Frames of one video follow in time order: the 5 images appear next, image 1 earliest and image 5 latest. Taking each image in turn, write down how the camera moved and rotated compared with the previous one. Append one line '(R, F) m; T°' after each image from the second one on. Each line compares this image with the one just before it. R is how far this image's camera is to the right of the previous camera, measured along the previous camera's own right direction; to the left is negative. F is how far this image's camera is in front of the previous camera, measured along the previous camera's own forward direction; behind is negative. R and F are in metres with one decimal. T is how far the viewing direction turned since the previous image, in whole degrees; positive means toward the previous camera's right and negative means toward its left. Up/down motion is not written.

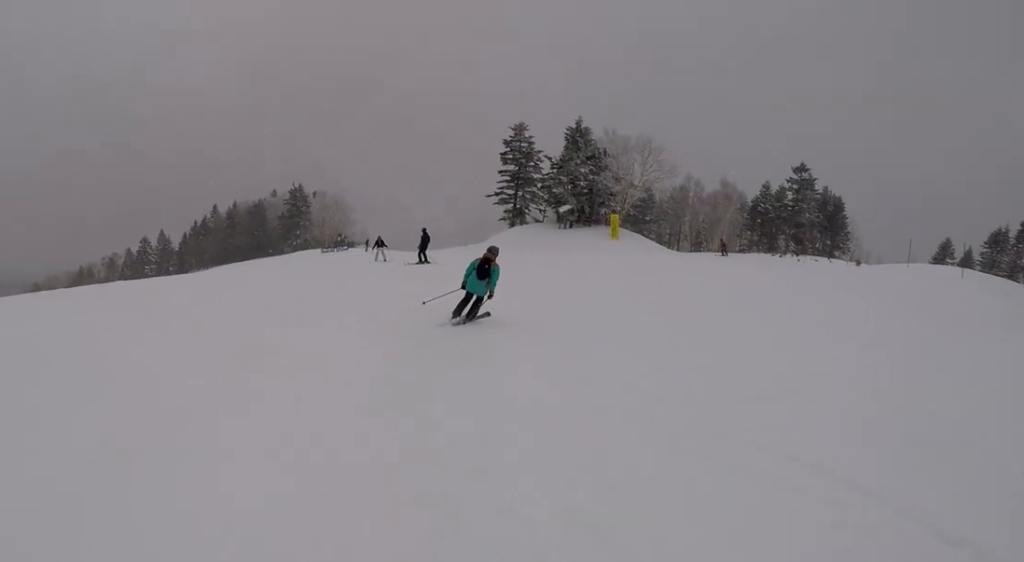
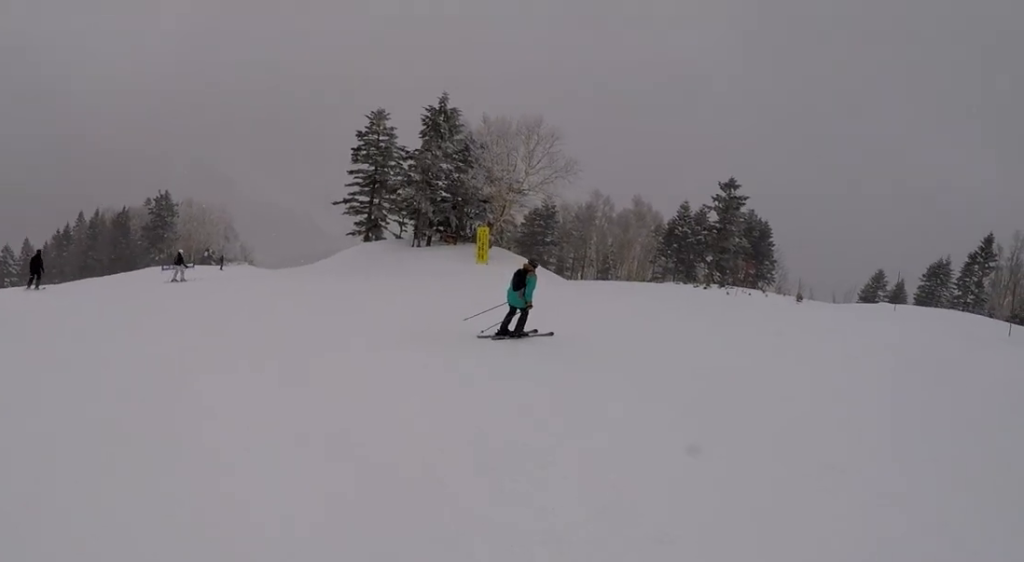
(+4.5, +11.8) m; +23°
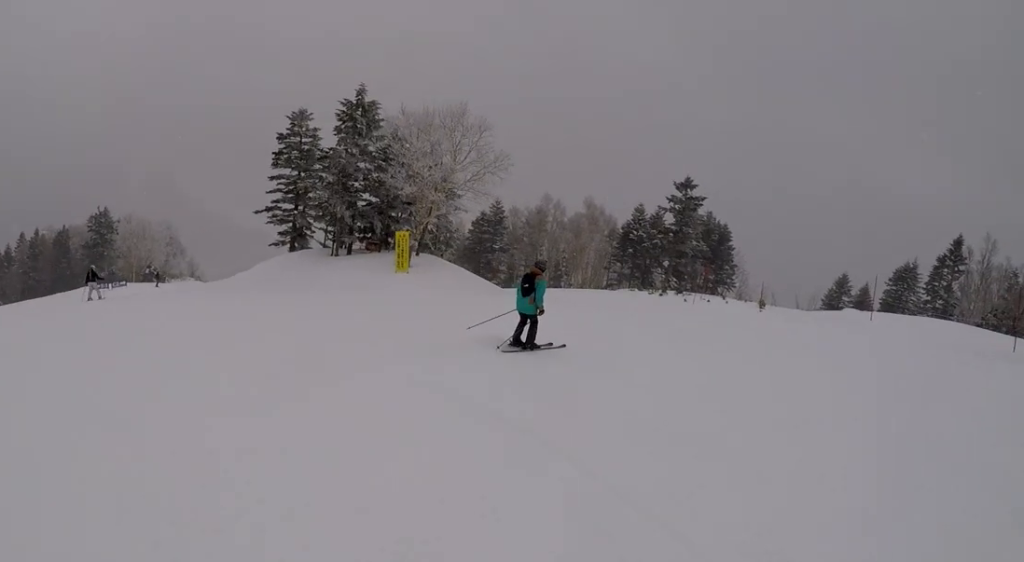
(0.0, +3.5) m; -1°
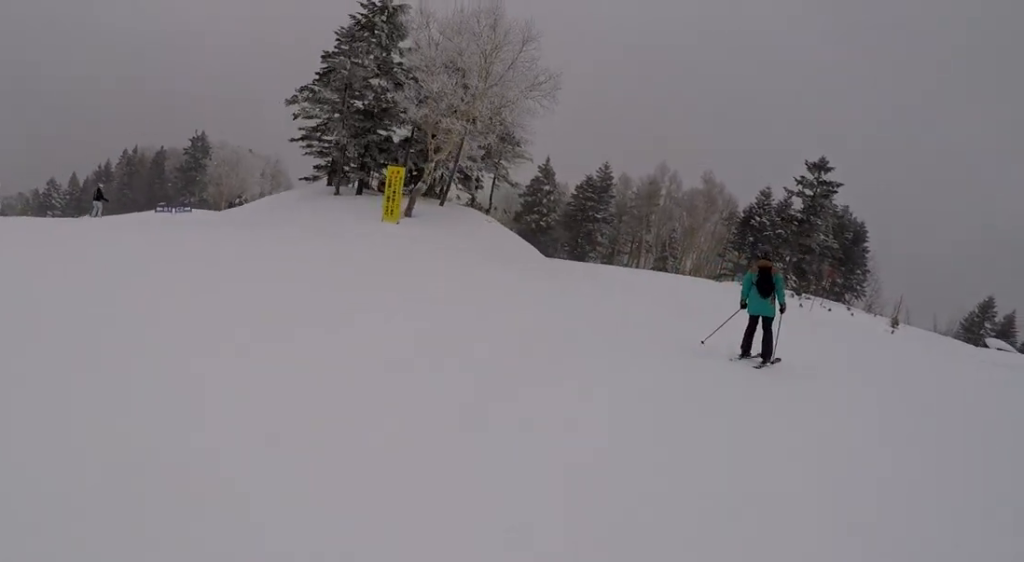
(-0.3, +7.9) m; +1°
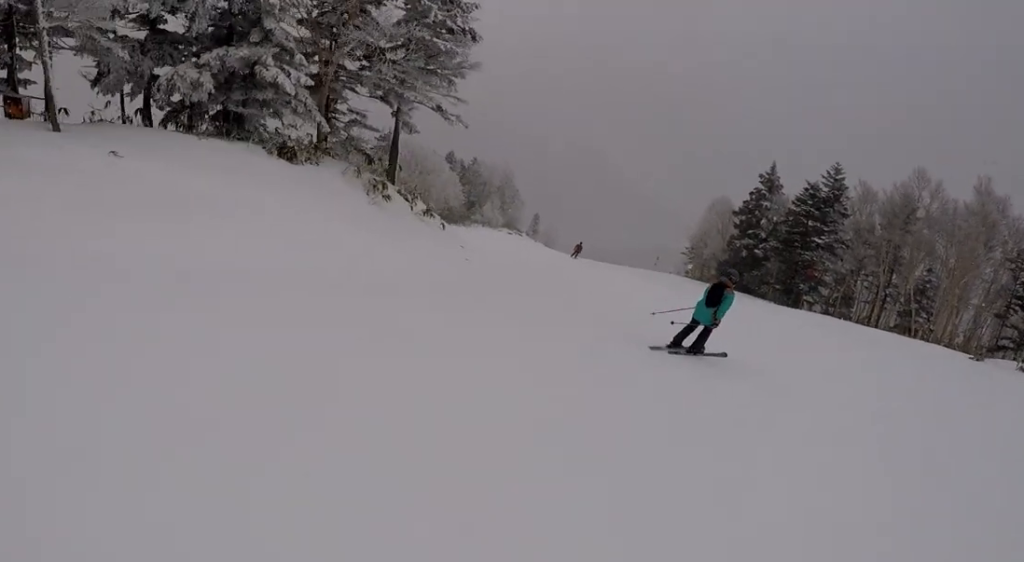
(-3.1, +17.6) m; -28°
